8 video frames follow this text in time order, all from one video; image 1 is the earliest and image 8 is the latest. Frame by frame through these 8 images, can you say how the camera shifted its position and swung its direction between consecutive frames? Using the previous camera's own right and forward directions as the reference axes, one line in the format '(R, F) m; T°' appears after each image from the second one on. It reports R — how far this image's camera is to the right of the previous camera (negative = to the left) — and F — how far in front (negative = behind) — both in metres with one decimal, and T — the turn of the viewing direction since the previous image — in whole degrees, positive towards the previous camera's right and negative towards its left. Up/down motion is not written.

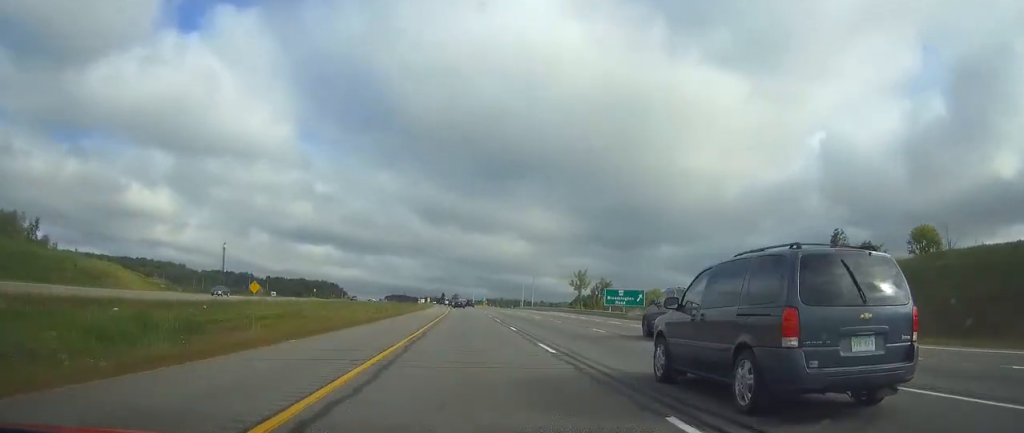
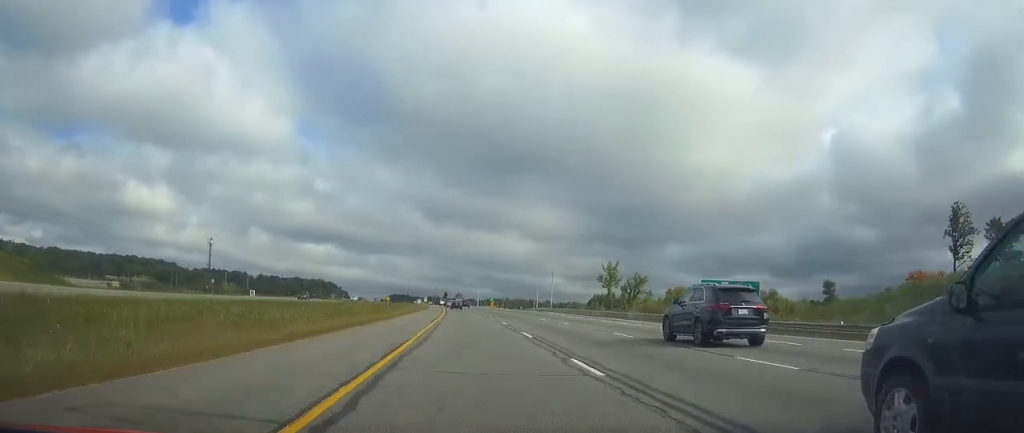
(-0.2, +41.2) m; 0°
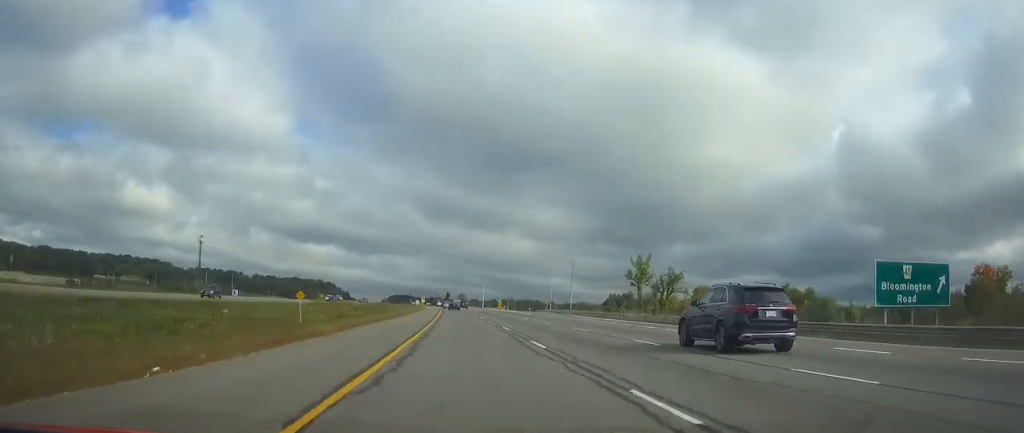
(+0.1, +28.7) m; 0°
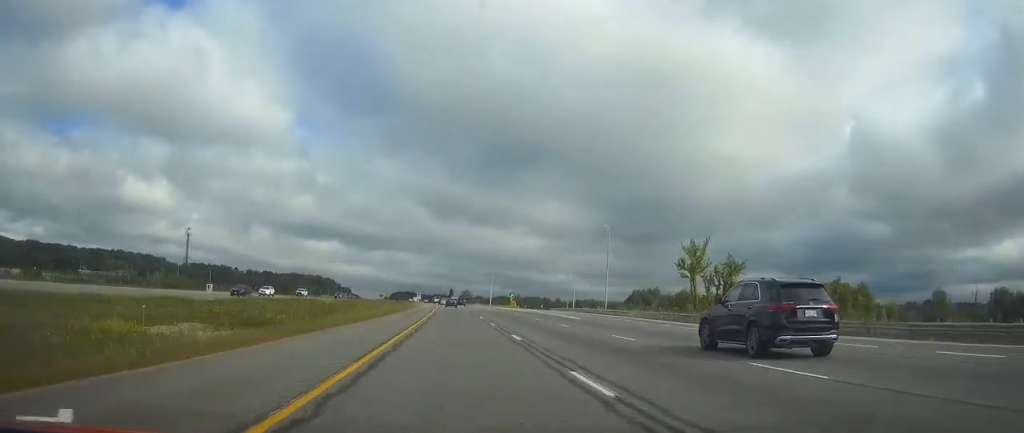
(-0.2, +34.4) m; -1°
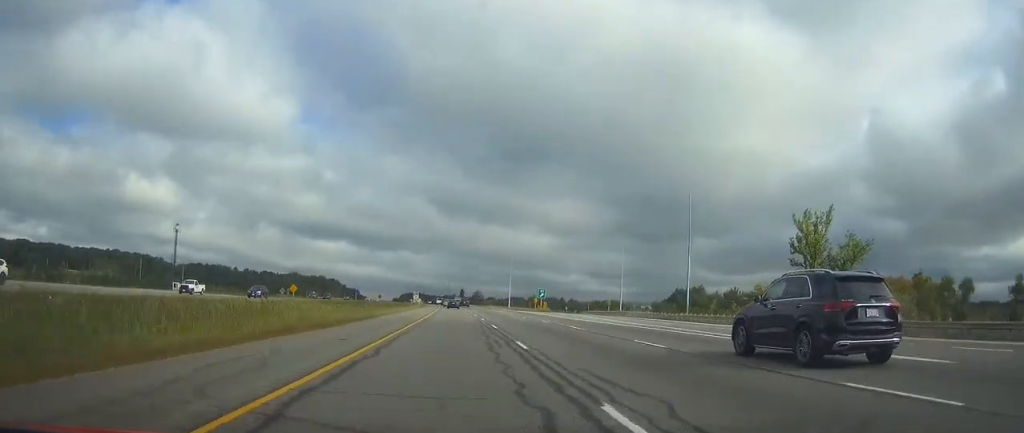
(-0.2, +40.1) m; -1°
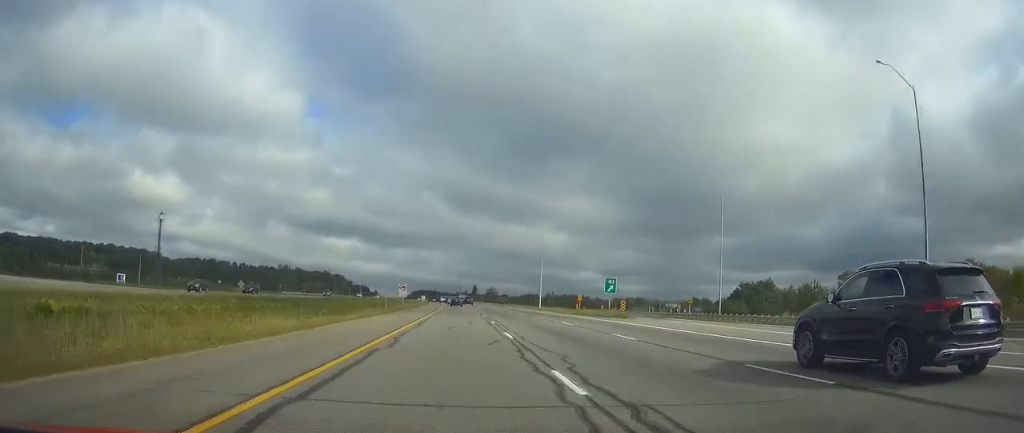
(-0.5, +44.9) m; -1°
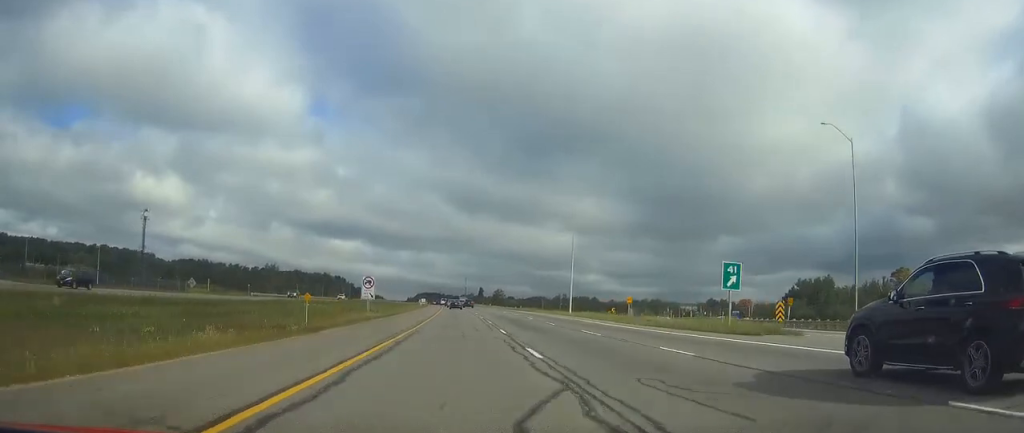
(-0.2, +30.1) m; 0°
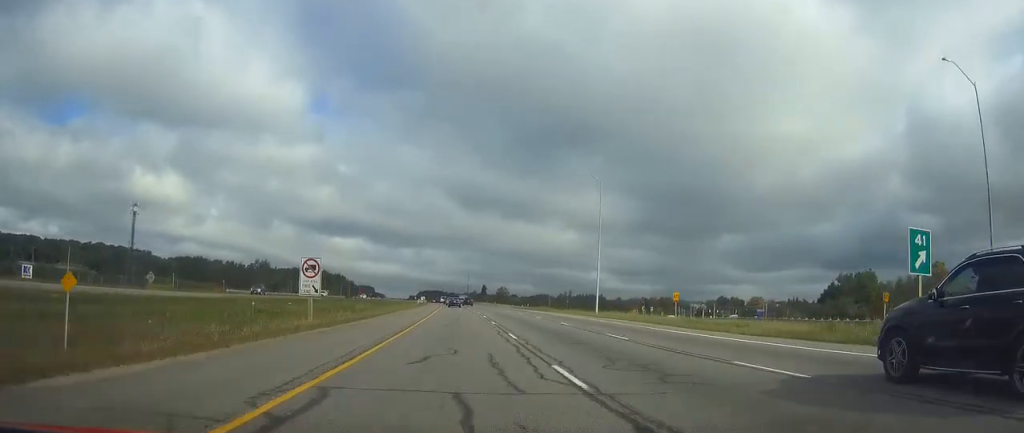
(0.0, +17.4) m; 0°
